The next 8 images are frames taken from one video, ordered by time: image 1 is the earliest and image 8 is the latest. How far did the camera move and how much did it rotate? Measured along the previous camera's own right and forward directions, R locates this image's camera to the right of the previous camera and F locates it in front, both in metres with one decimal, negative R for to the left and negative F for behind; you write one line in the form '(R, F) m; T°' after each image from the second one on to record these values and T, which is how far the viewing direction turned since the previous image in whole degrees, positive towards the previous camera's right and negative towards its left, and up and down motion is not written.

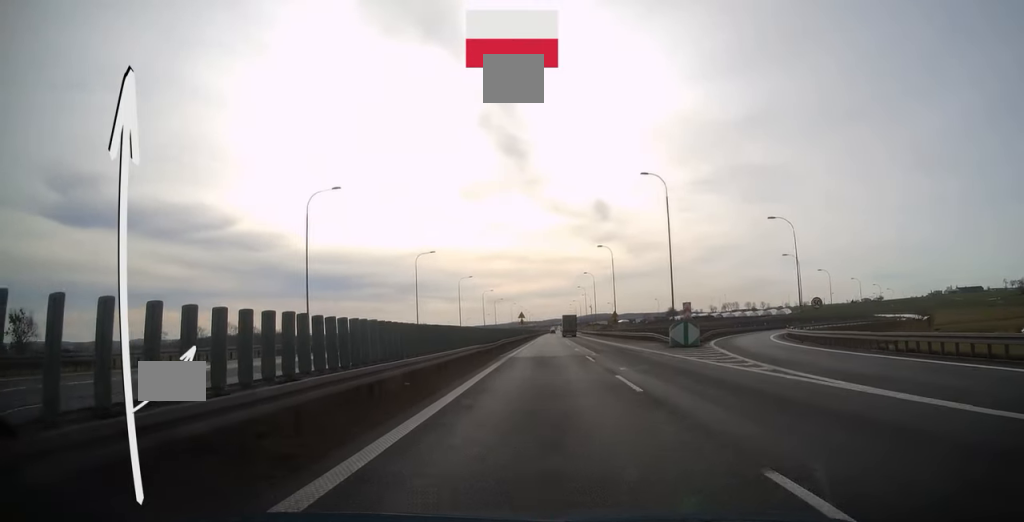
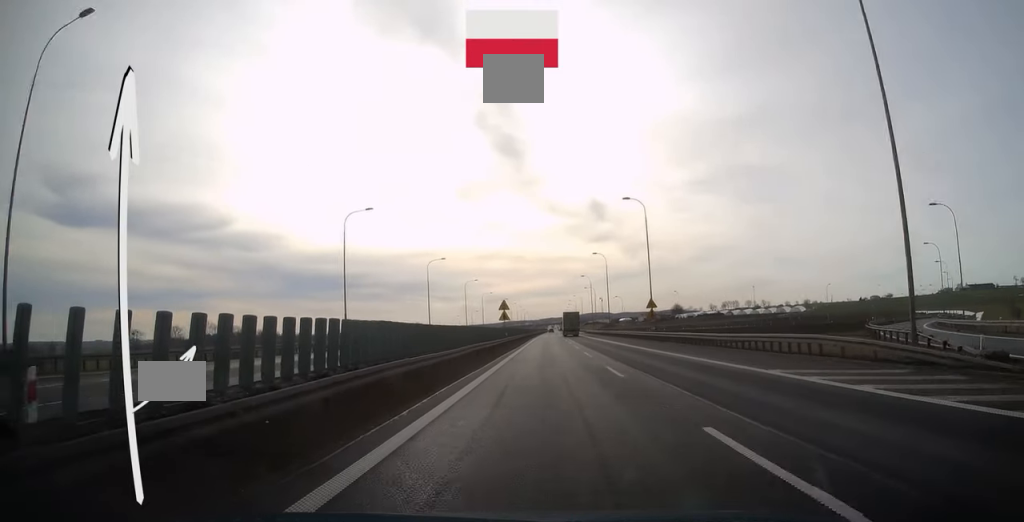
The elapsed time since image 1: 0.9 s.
(+0.2, +34.3) m; 0°
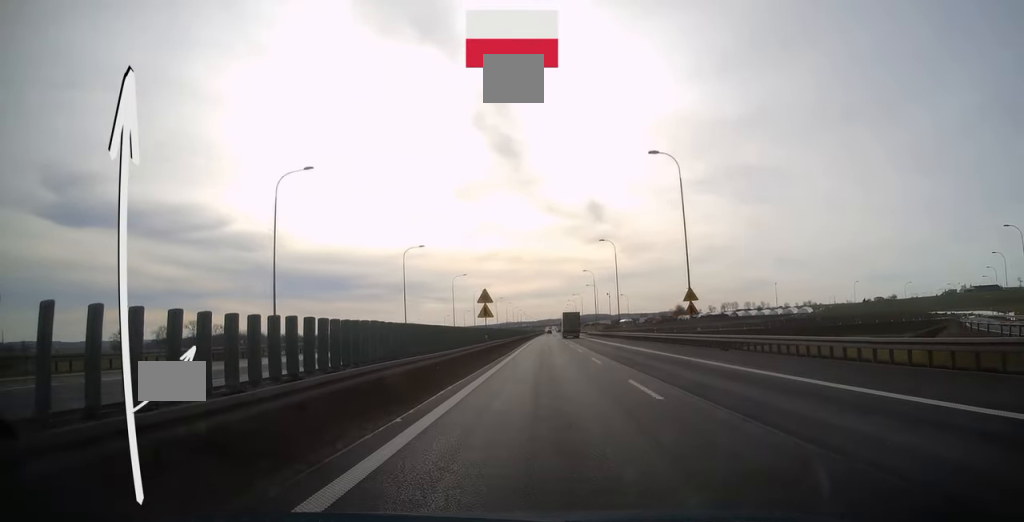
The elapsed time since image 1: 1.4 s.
(0.0, +16.8) m; 0°
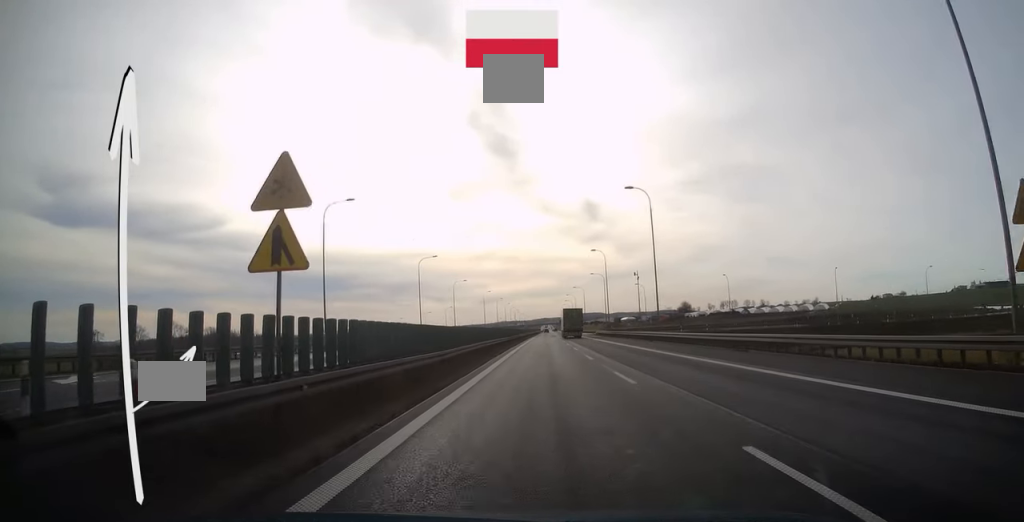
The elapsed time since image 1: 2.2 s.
(+0.1, +32.5) m; 0°
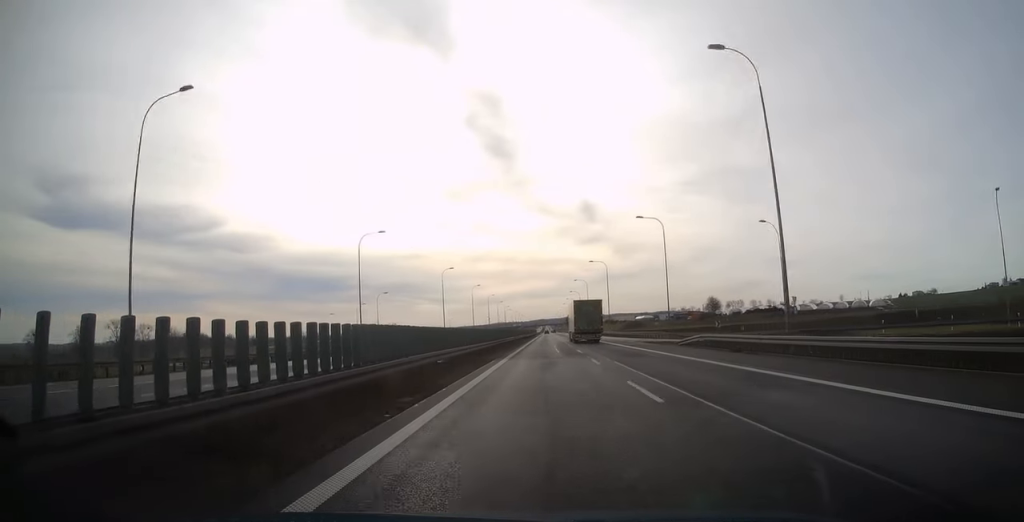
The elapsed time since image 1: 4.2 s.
(+0.4, +74.6) m; 0°
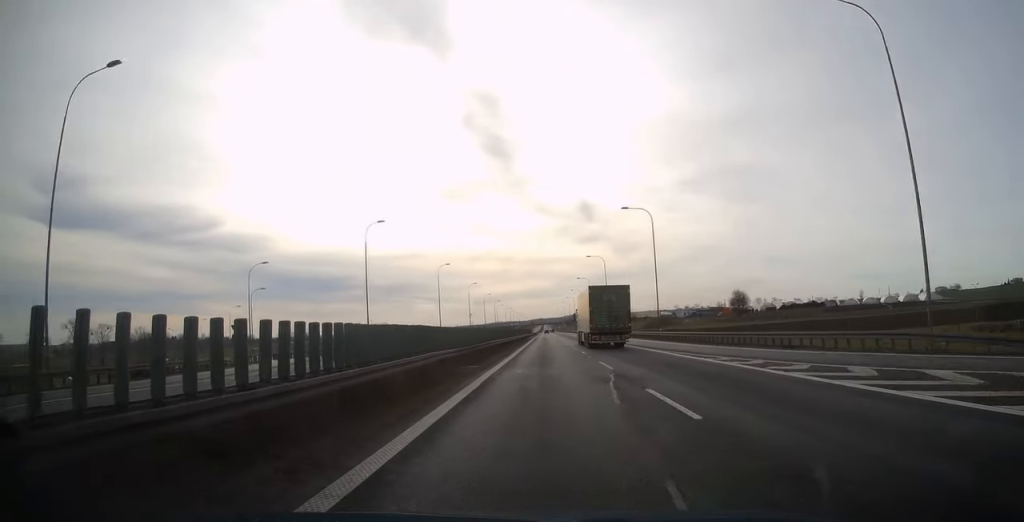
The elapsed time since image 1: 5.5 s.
(+0.1, +50.1) m; 0°
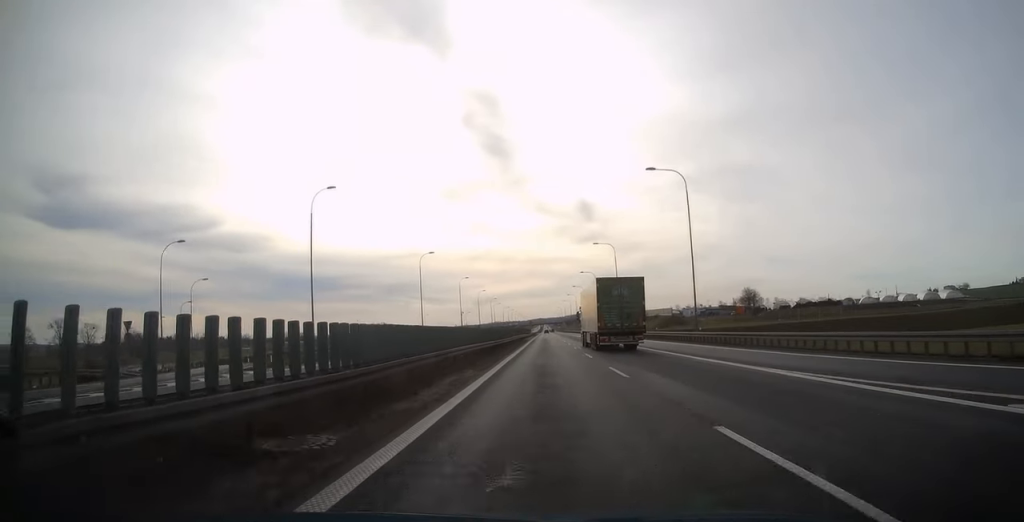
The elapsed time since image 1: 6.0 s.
(+0.1, +16.2) m; 0°
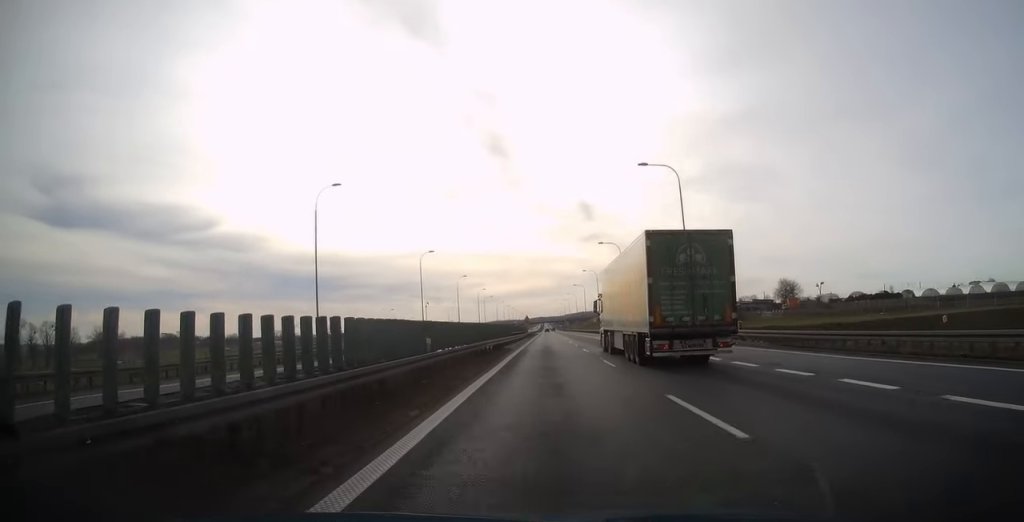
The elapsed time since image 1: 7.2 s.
(0.0, +44.8) m; 0°
